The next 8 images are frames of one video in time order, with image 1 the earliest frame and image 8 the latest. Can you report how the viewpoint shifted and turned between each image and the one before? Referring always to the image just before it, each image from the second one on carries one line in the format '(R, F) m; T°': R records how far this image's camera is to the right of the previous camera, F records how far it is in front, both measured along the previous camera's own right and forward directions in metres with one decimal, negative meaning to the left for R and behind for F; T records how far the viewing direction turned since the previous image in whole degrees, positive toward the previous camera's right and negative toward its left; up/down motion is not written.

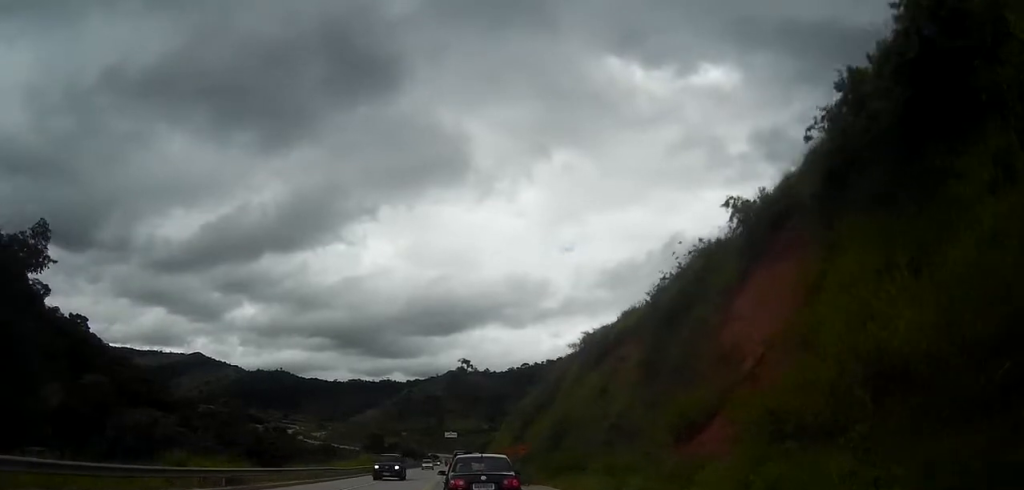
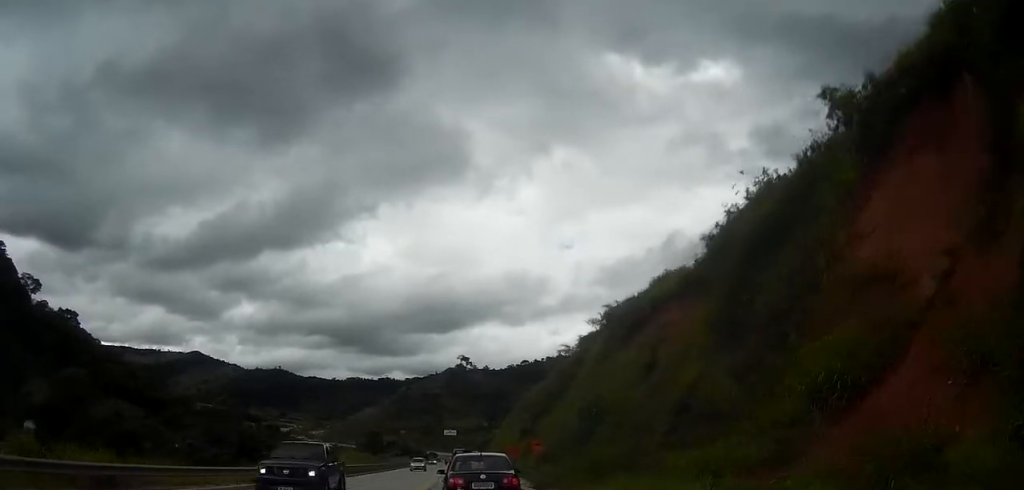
(+0.1, +10.7) m; 0°
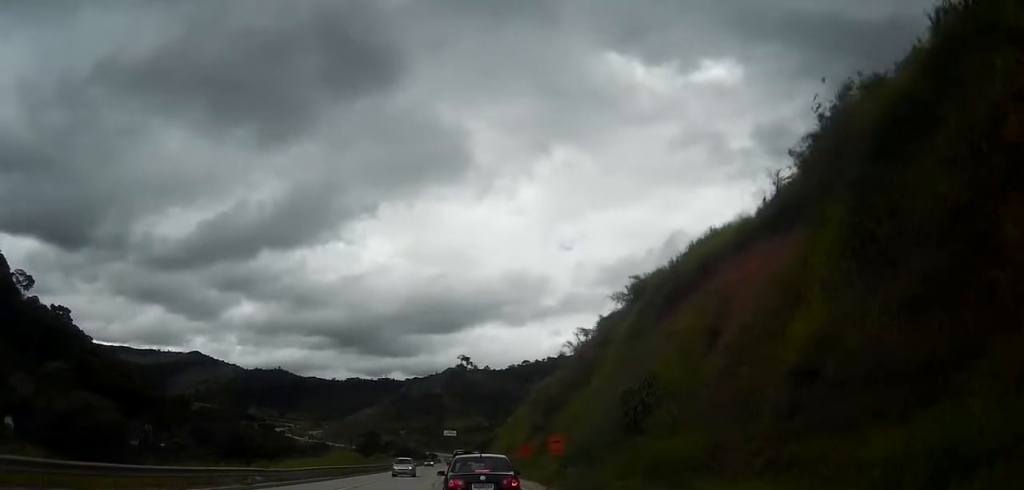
(0.0, +9.2) m; 0°
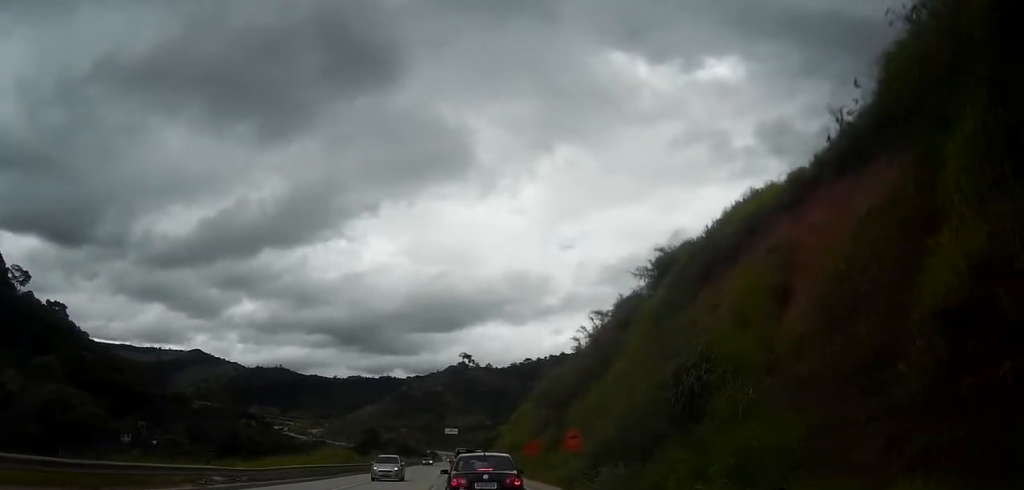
(0.0, +5.9) m; 0°
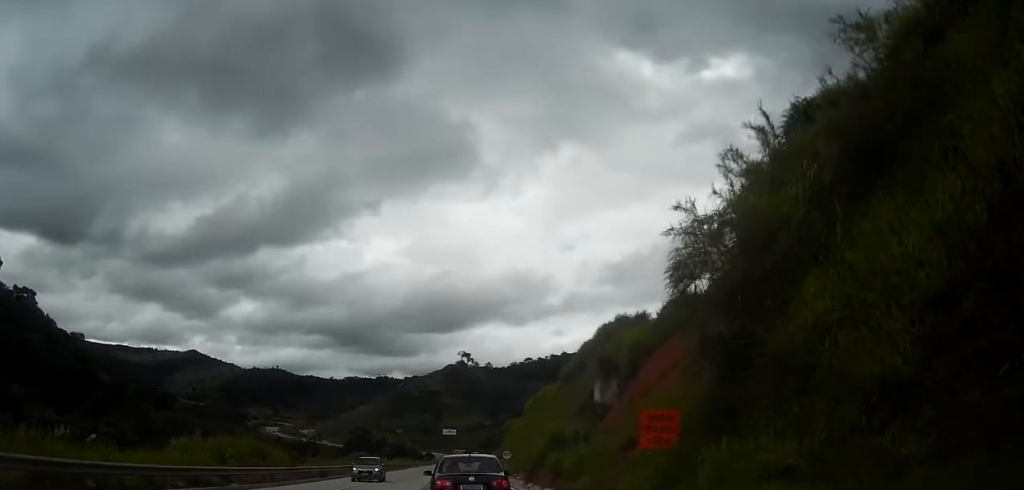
(-0.1, +31.5) m; 0°
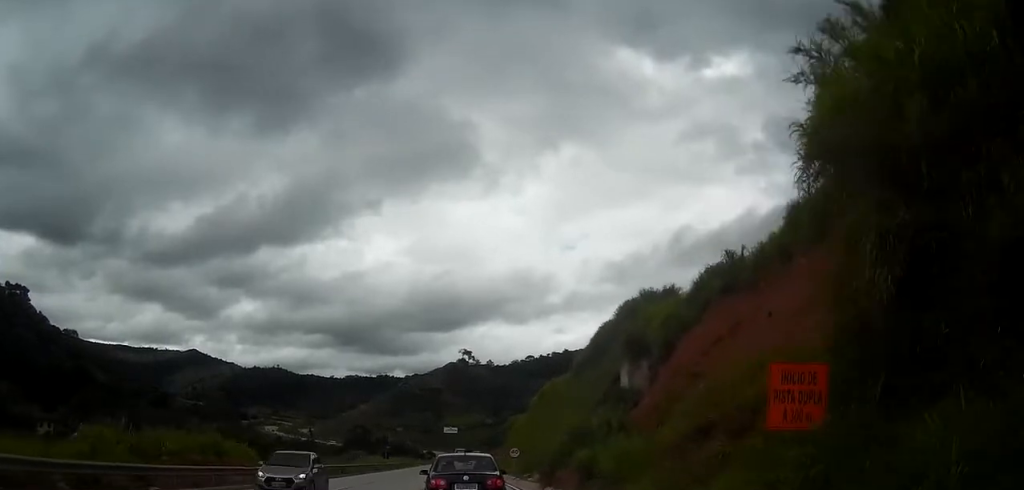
(0.0, +7.8) m; 0°
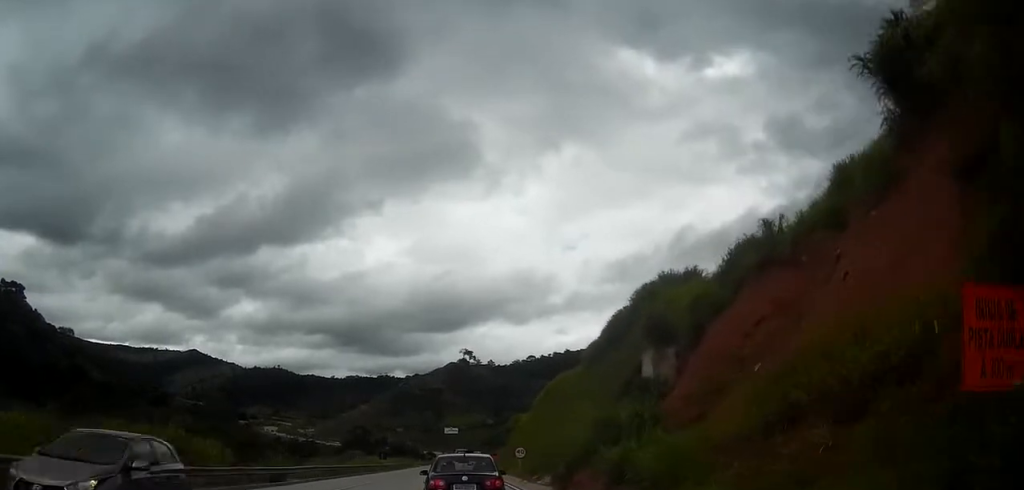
(0.0, +4.8) m; 0°
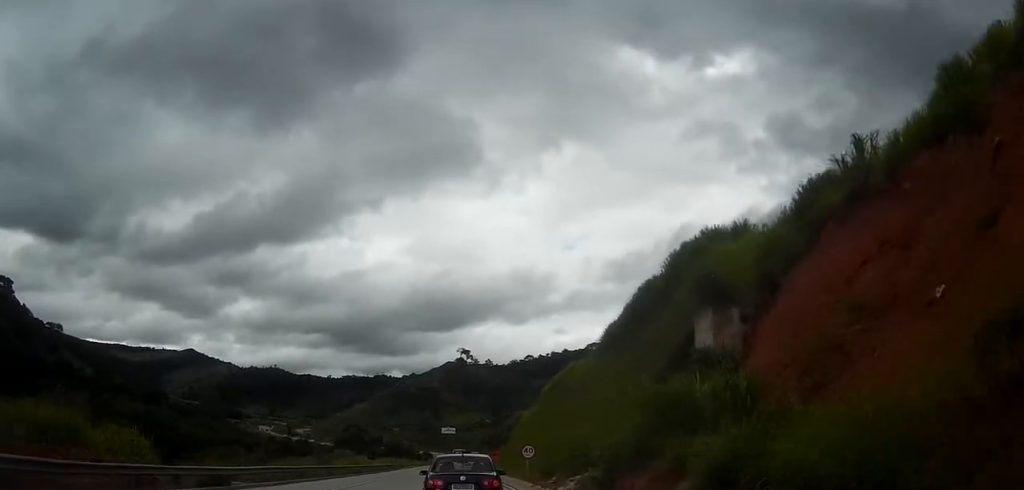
(0.0, +8.8) m; 0°
